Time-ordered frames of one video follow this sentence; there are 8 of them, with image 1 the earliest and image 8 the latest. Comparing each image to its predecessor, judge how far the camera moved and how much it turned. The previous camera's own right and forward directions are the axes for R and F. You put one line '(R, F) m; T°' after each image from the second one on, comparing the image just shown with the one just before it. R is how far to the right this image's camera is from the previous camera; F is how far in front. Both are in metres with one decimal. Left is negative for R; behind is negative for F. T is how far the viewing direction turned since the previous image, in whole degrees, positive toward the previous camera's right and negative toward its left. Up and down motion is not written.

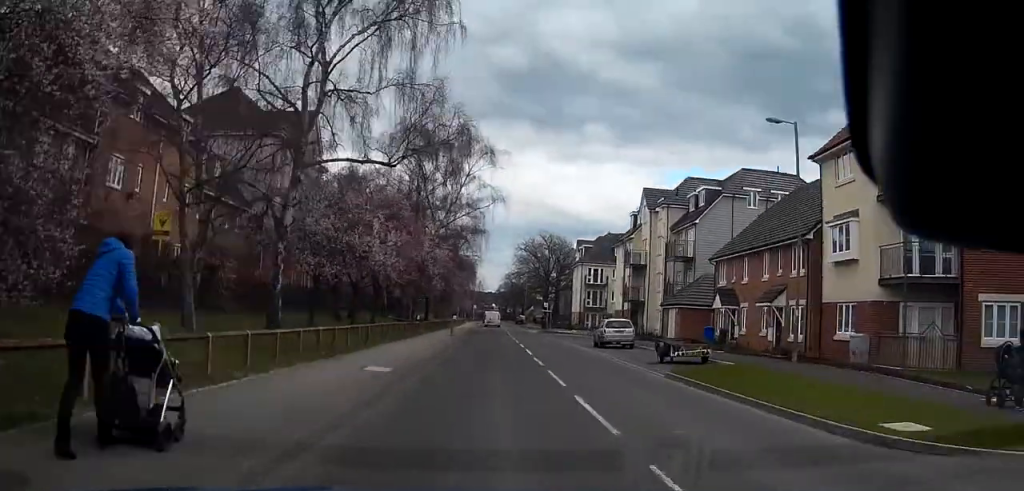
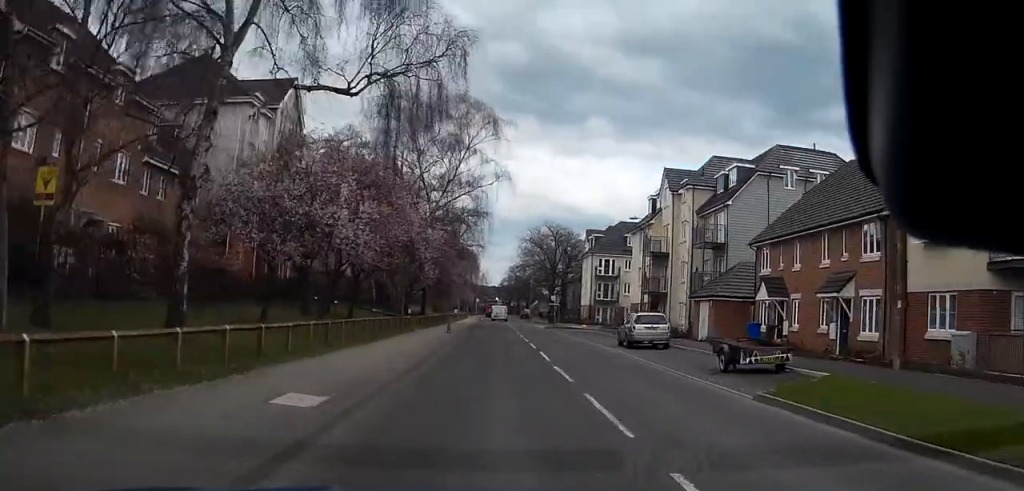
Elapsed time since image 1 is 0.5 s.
(-0.1, +7.0) m; -1°
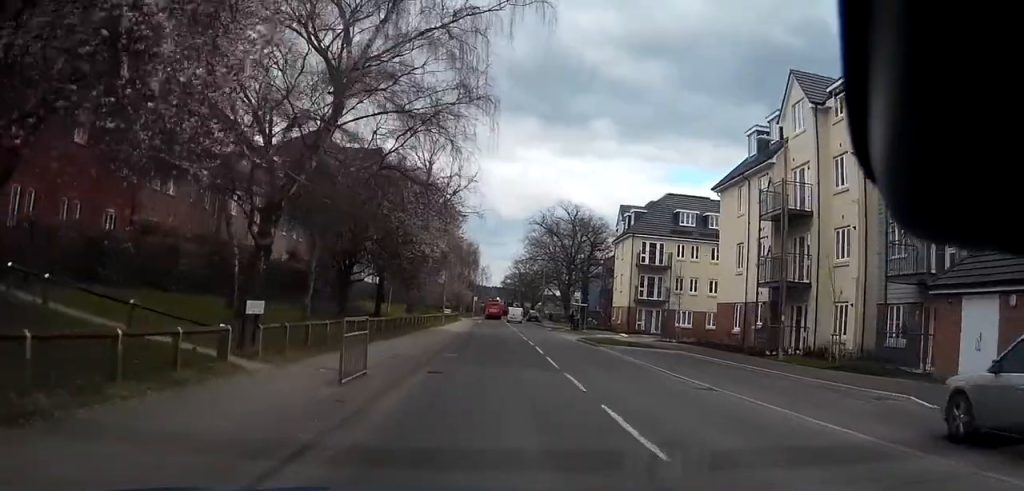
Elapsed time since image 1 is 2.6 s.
(+0.2, +27.3) m; +1°
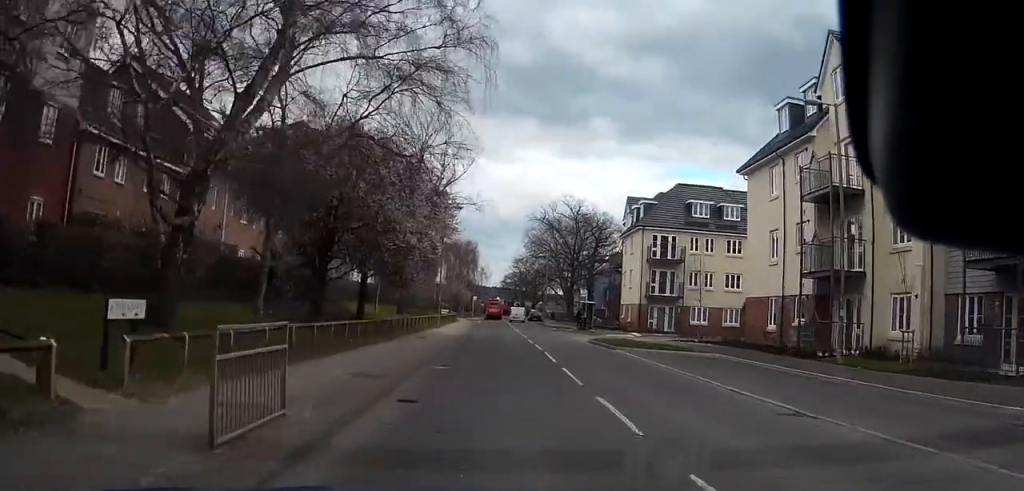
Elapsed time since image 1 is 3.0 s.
(0.0, +5.4) m; 0°
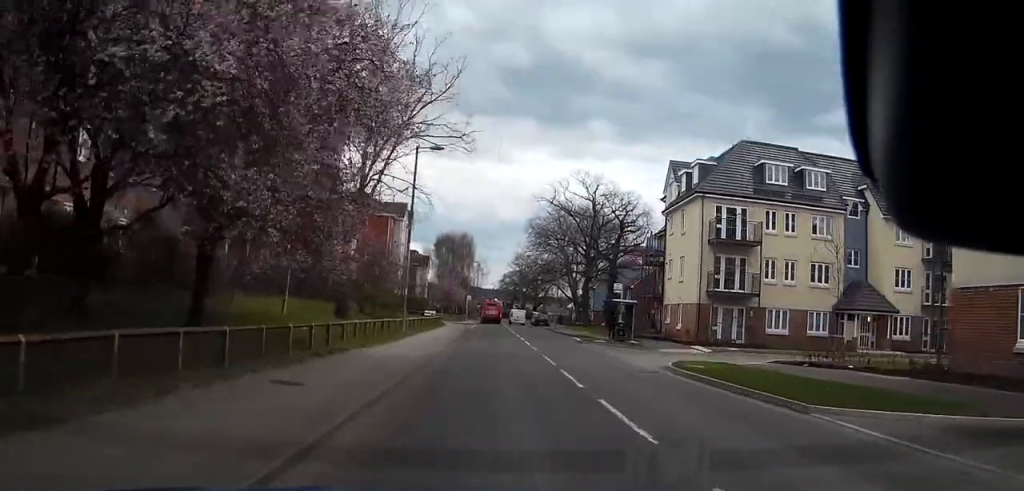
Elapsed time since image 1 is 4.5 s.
(0.0, +20.3) m; 0°
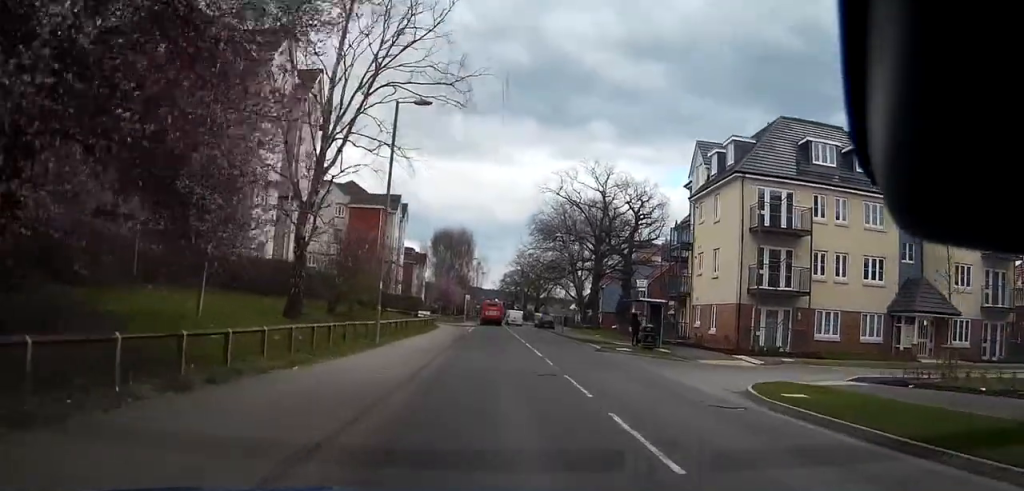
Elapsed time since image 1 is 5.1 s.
(0.0, +7.9) m; +1°
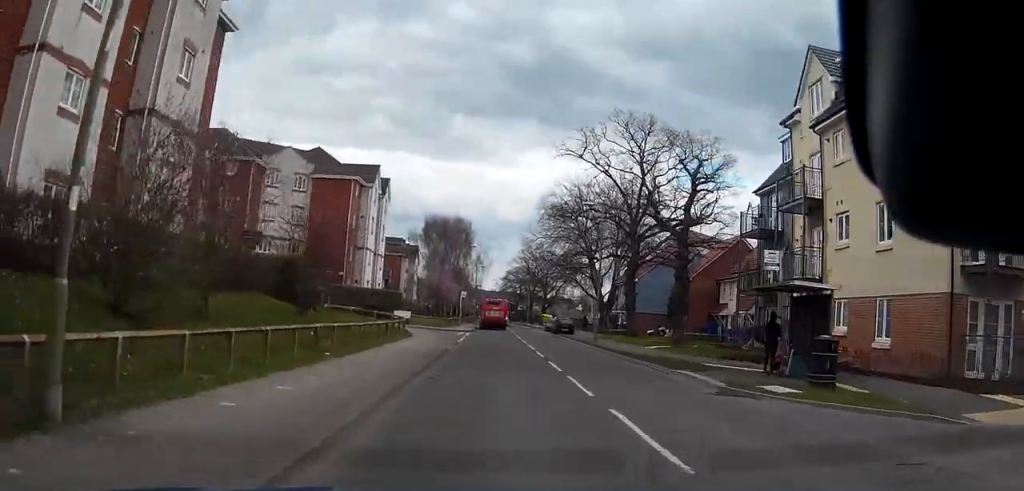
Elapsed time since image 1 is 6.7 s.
(+0.6, +20.4) m; 0°
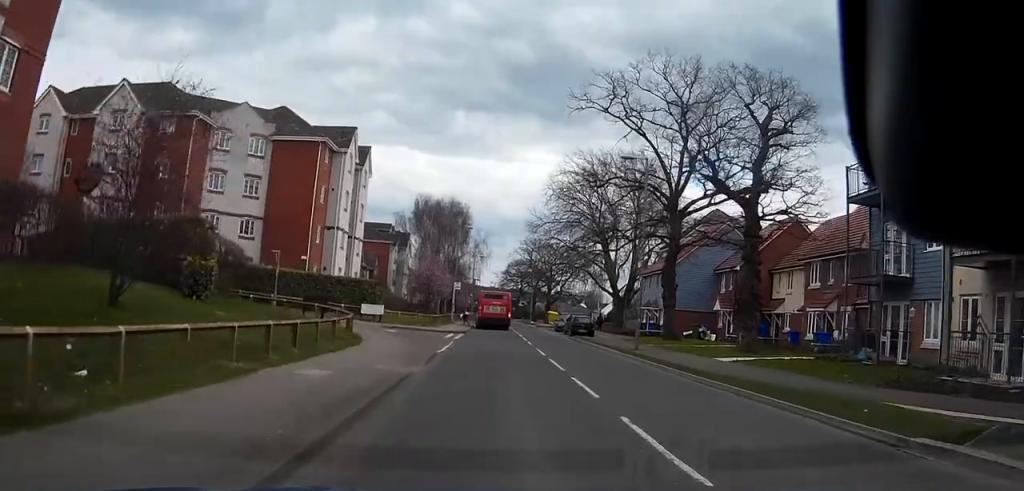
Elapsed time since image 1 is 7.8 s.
(-0.7, +13.9) m; -2°
